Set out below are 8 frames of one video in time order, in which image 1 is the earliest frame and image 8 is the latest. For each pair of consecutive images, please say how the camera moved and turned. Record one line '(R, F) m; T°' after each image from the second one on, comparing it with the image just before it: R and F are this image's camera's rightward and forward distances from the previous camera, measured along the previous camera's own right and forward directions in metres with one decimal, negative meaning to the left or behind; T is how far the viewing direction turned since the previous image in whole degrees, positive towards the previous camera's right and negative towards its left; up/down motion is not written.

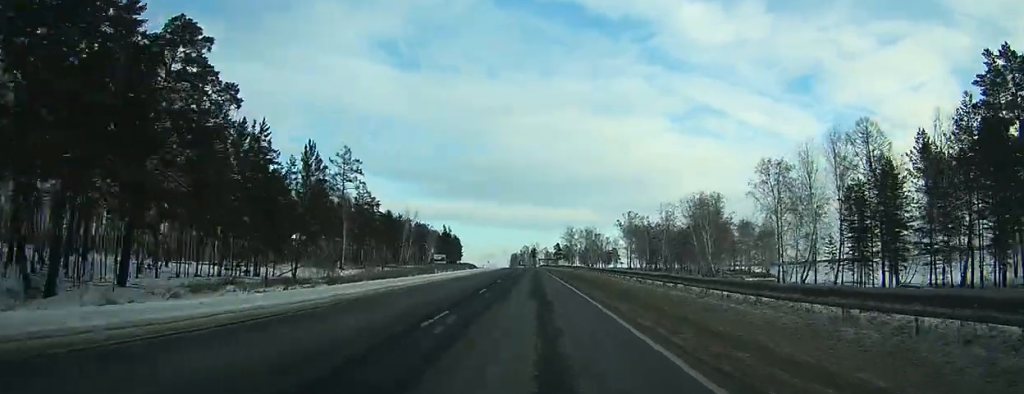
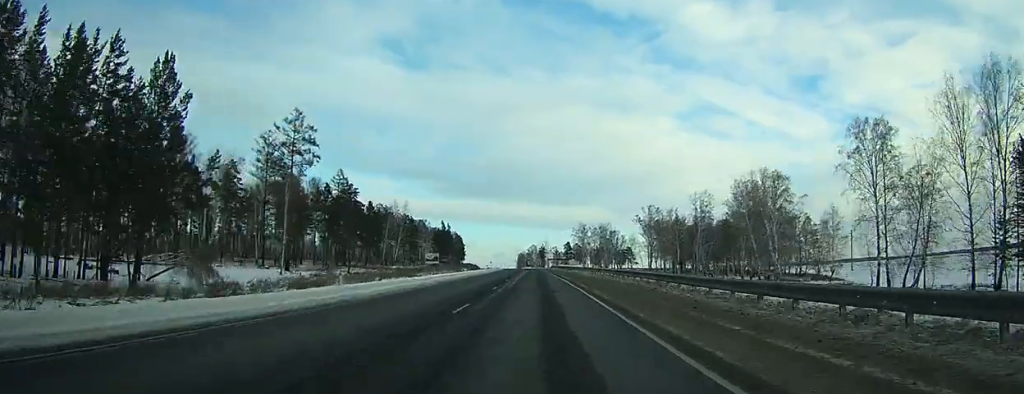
(0.0, +34.7) m; -1°
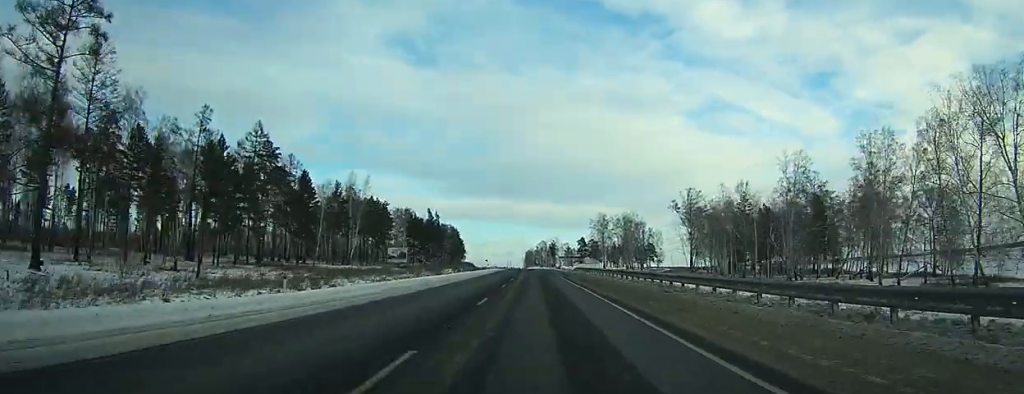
(-0.7, +59.7) m; -1°
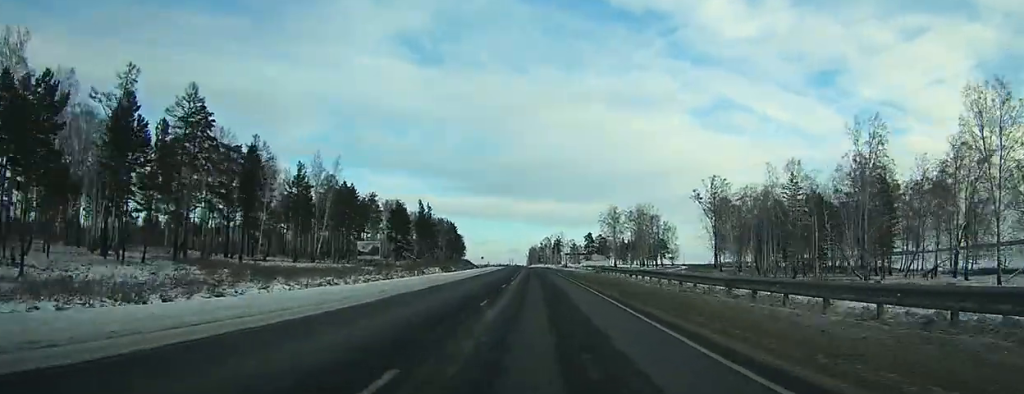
(+0.1, +26.2) m; 0°
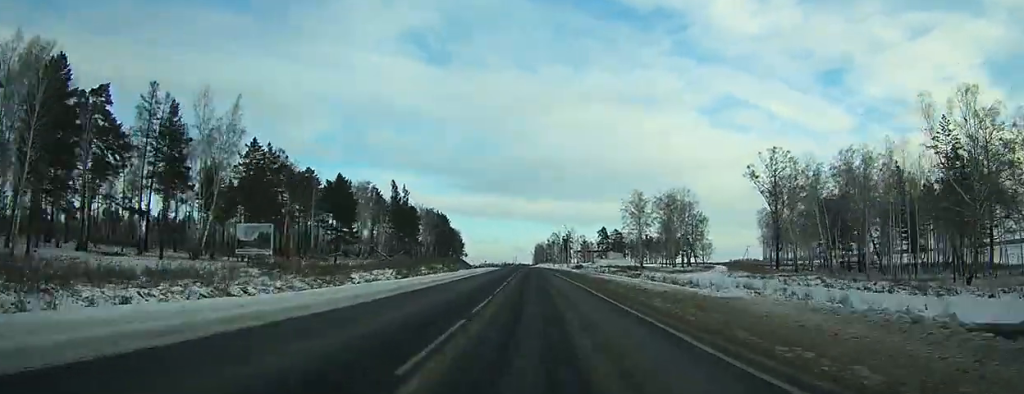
(-0.2, +42.9) m; -1°
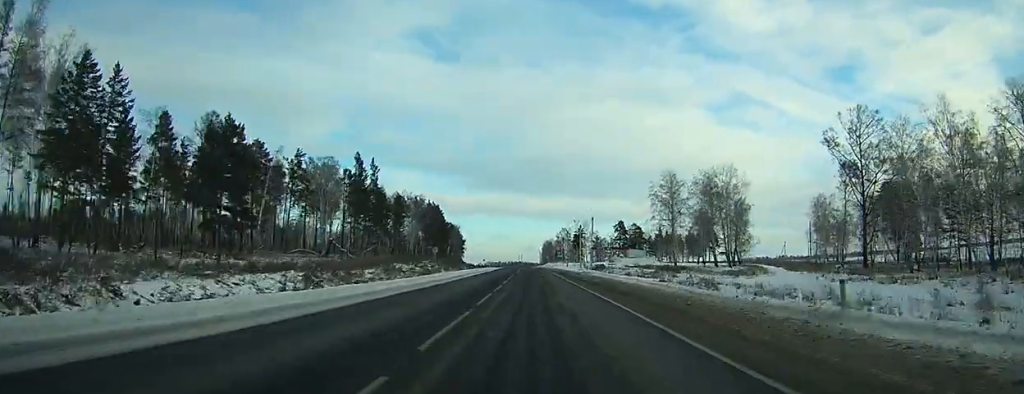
(-0.2, +33.8) m; -4°
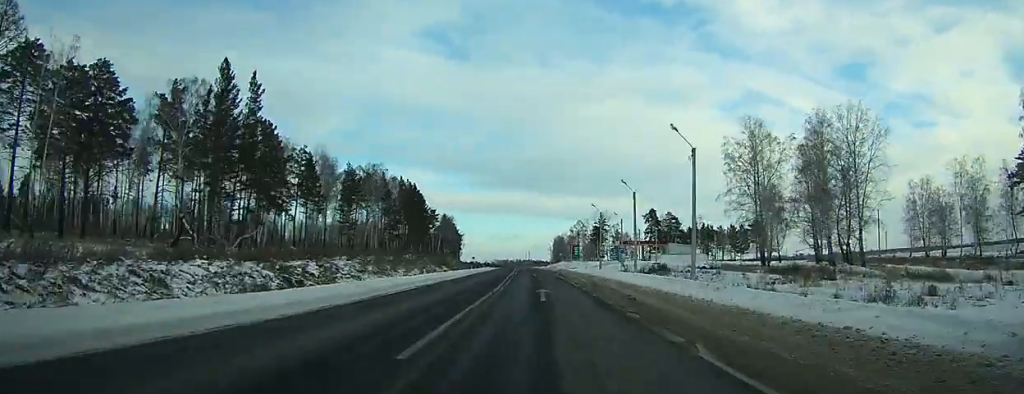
(-4.0, +50.1) m; -4°
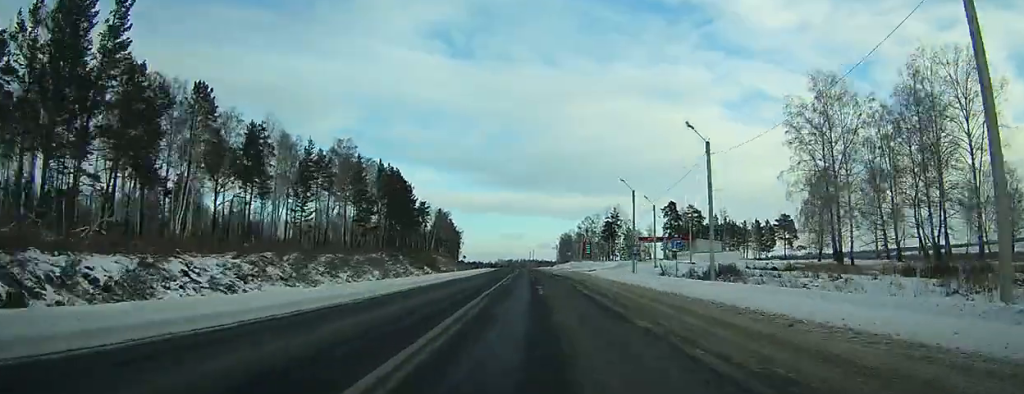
(+0.4, +23.5) m; +3°
